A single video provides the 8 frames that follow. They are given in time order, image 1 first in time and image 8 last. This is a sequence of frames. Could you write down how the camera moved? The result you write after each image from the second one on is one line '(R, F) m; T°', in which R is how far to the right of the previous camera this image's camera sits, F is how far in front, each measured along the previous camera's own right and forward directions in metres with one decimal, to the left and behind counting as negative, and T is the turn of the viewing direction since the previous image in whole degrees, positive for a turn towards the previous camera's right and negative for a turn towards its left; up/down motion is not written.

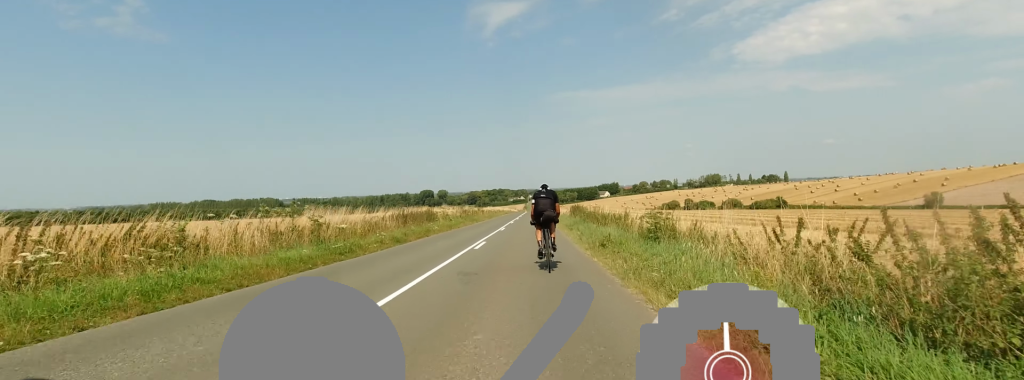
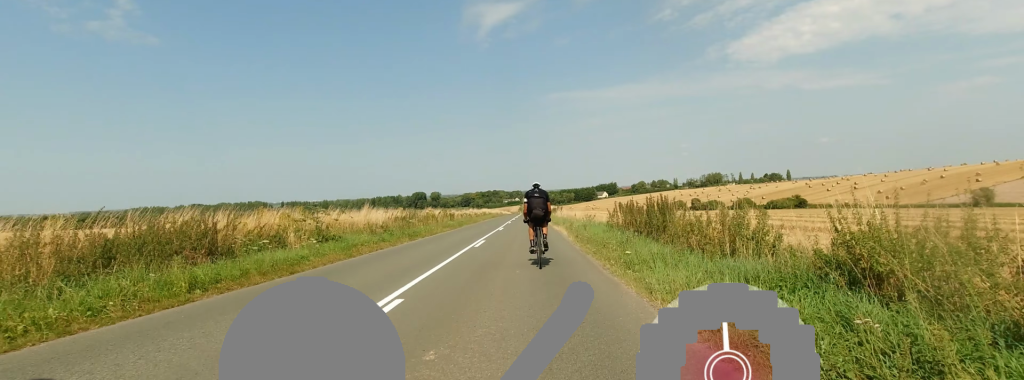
(-0.6, +23.9) m; -3°
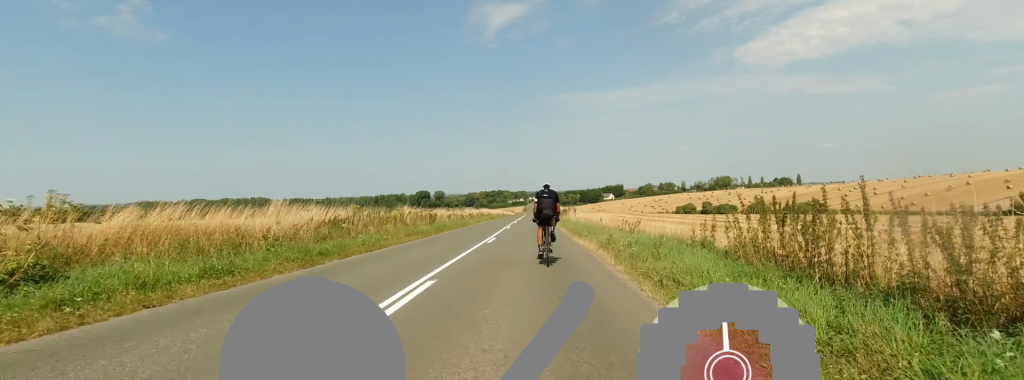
(-0.5, +10.9) m; 0°
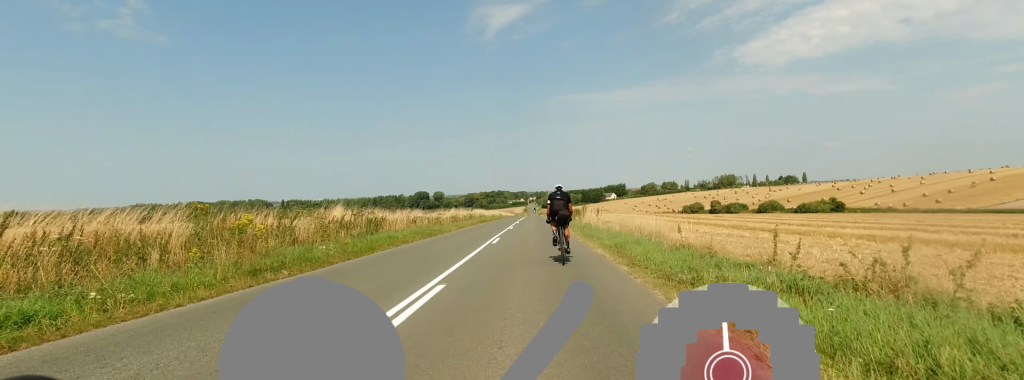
(+0.6, +12.9) m; +2°
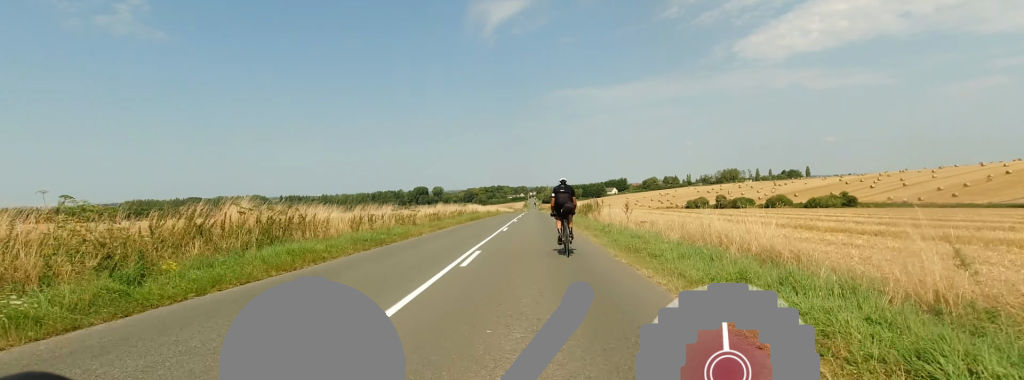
(+0.1, +8.1) m; +1°
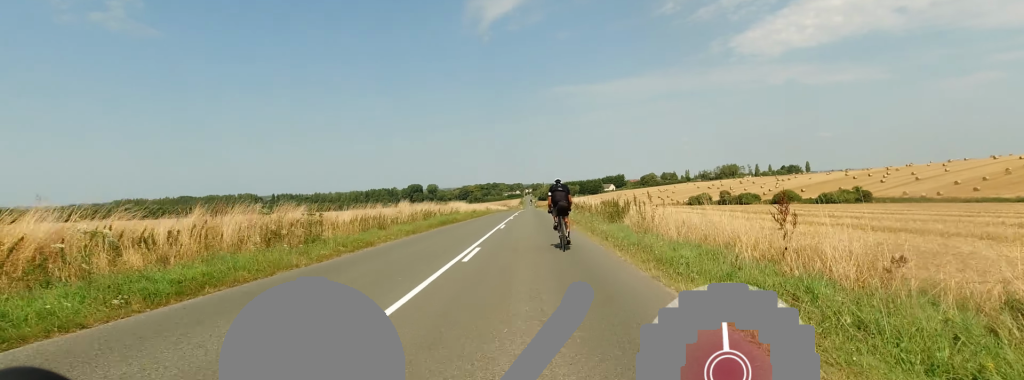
(0.0, +12.3) m; 0°
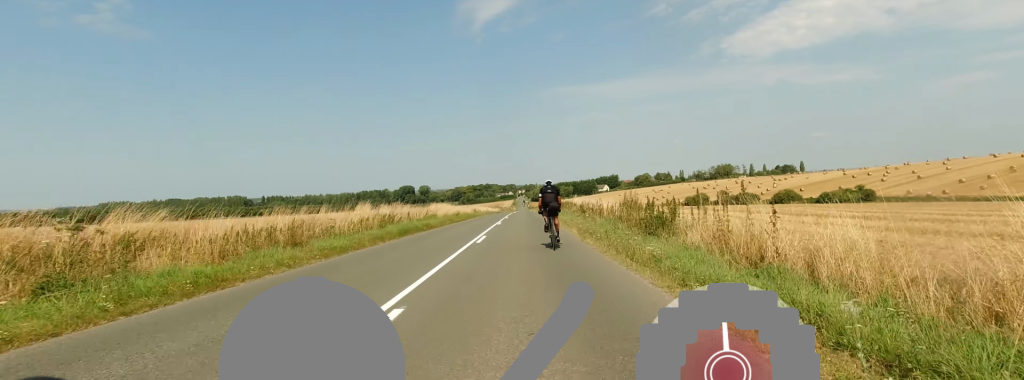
(0.0, +7.5) m; 0°
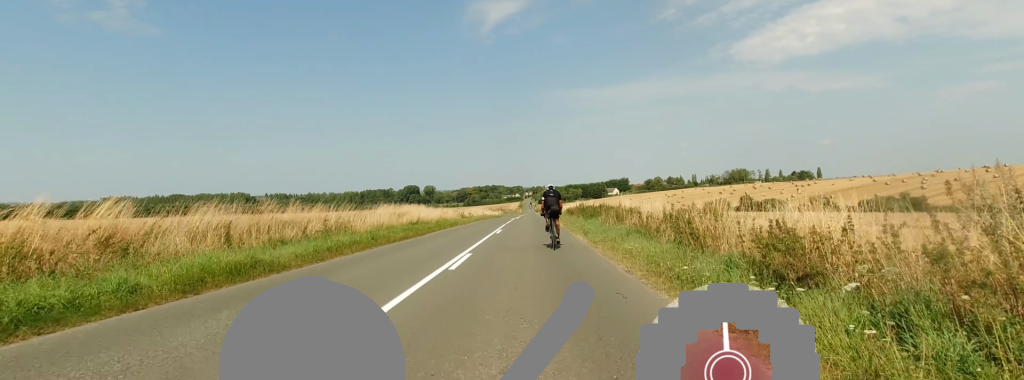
(0.0, +18.7) m; 0°
